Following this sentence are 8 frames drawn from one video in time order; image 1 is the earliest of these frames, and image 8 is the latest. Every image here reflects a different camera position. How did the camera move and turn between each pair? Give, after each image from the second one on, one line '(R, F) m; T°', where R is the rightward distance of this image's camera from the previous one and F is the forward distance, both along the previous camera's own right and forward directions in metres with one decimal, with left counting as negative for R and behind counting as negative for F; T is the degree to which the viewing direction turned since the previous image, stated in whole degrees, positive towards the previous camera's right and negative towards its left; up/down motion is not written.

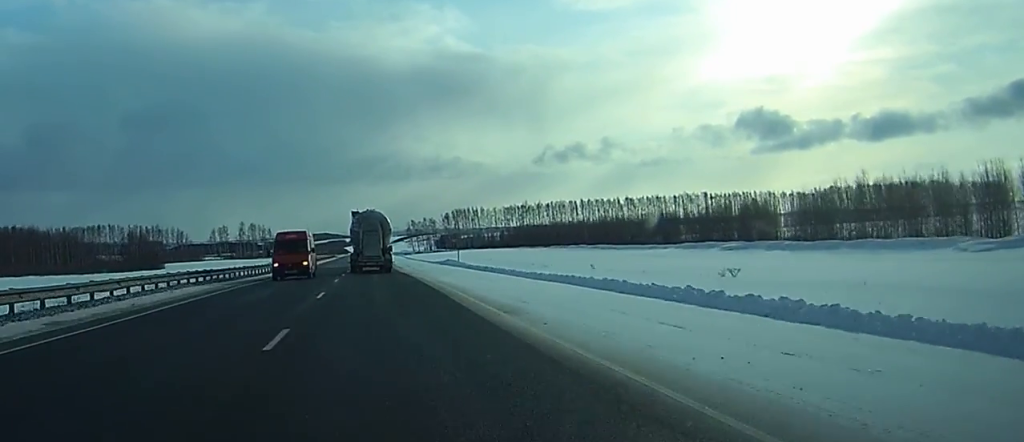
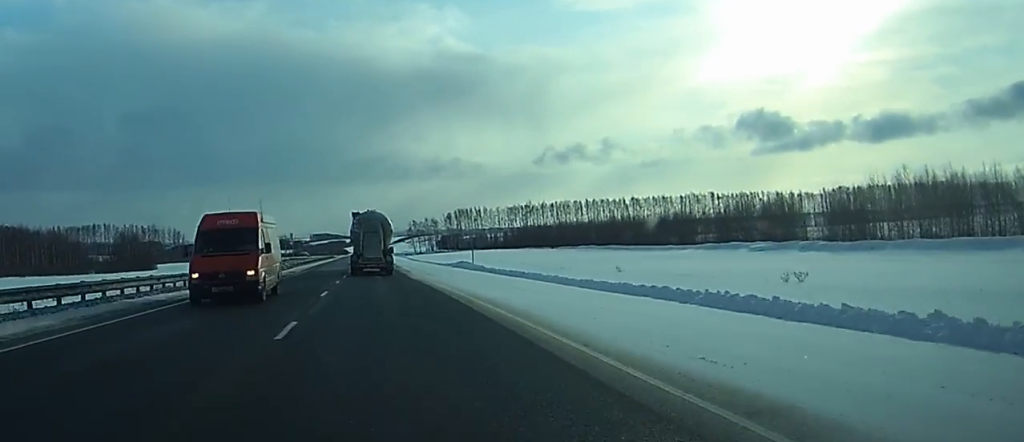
(0.0, +11.0) m; 0°
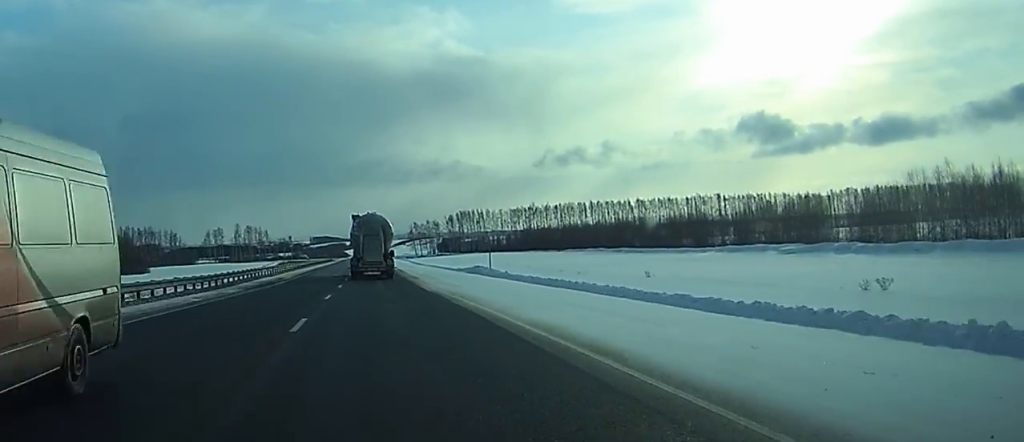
(0.0, +10.1) m; 0°
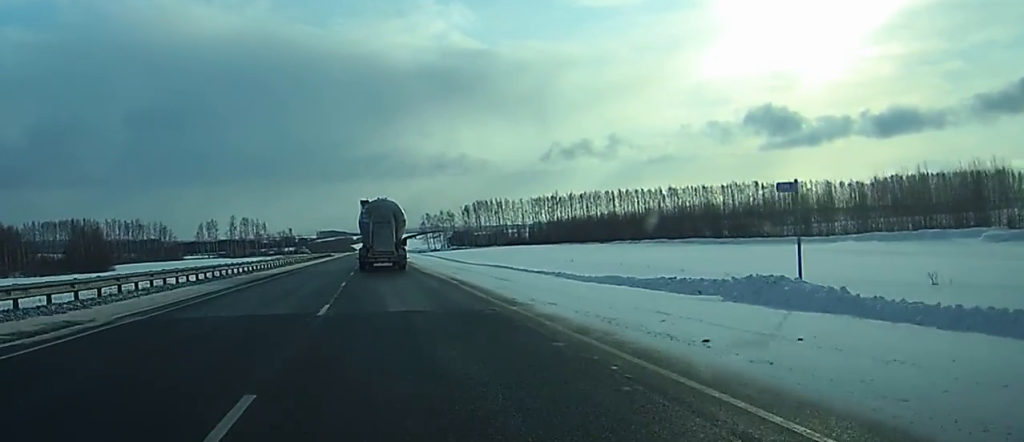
(-0.1, +45.9) m; 0°
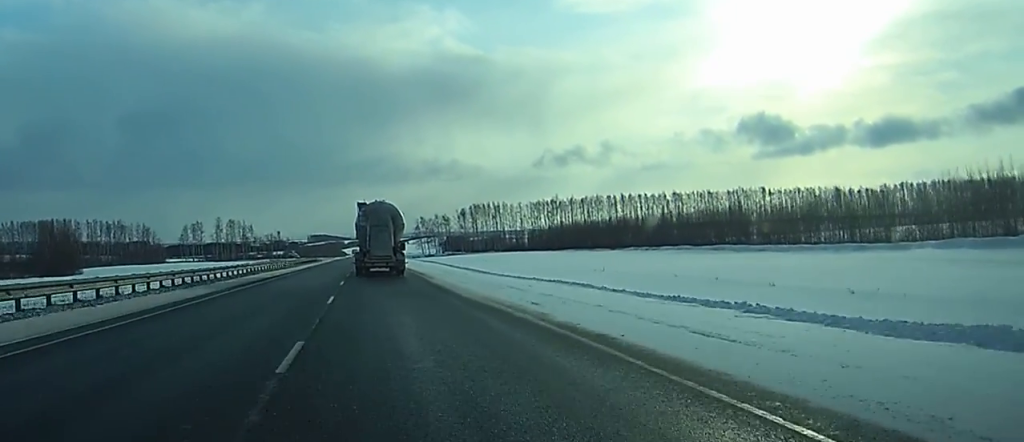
(0.0, +19.8) m; 0°
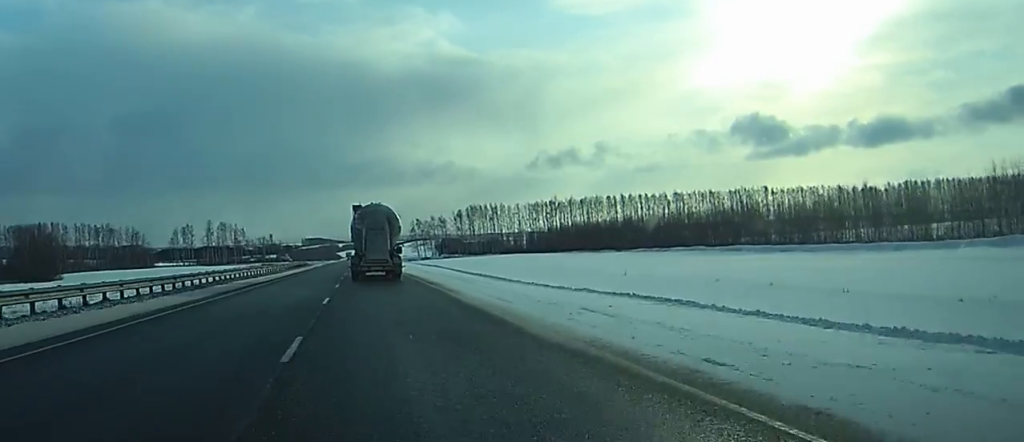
(0.0, +10.7) m; 0°
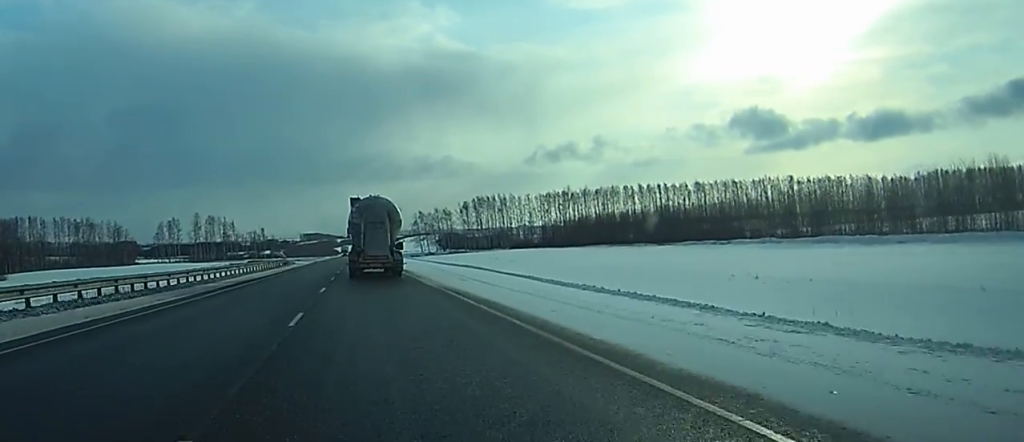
(0.0, +31.9) m; 0°
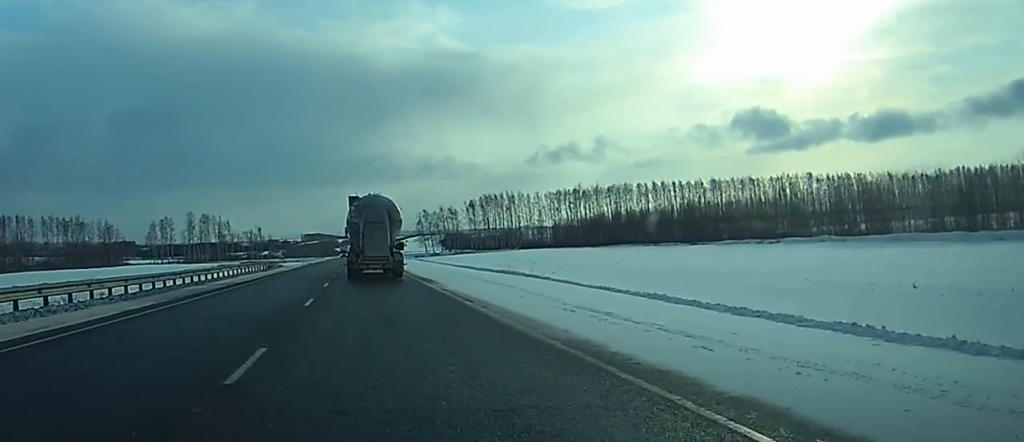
(0.0, +18.6) m; 0°
